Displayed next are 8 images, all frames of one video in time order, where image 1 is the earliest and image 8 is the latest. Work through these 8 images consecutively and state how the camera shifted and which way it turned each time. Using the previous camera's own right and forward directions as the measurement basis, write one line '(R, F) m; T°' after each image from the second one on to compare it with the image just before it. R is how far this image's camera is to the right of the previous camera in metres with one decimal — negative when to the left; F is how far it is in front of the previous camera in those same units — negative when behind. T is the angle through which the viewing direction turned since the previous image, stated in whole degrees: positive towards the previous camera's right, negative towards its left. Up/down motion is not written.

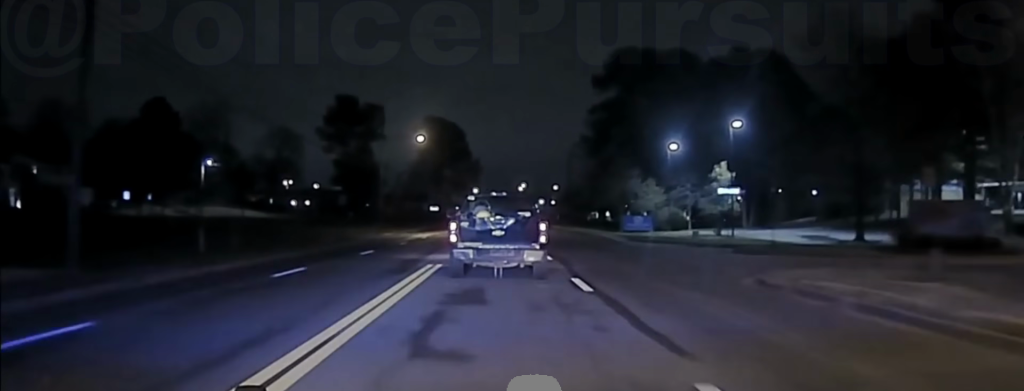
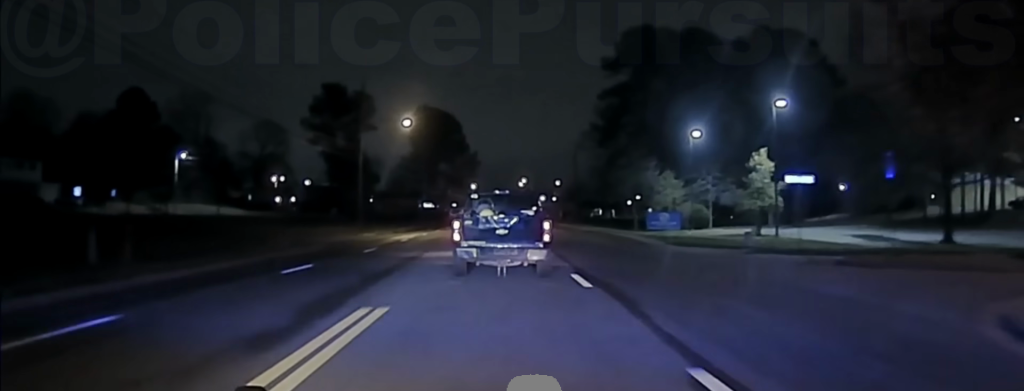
(-0.2, +9.9) m; -1°
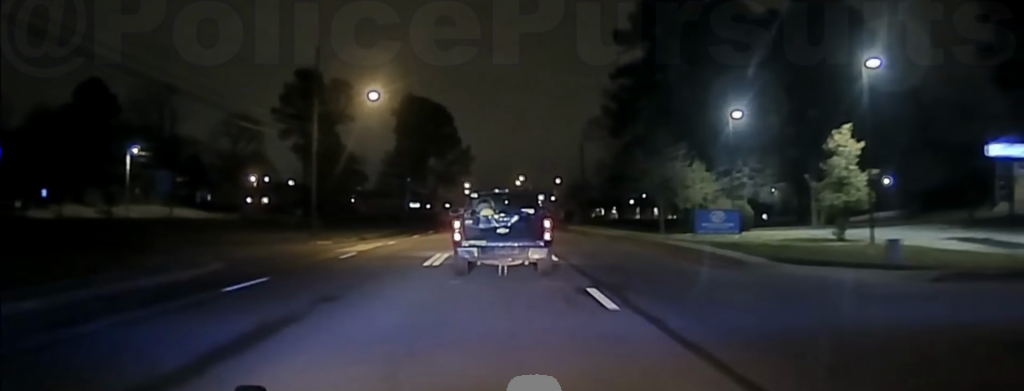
(-0.2, +14.1) m; -1°
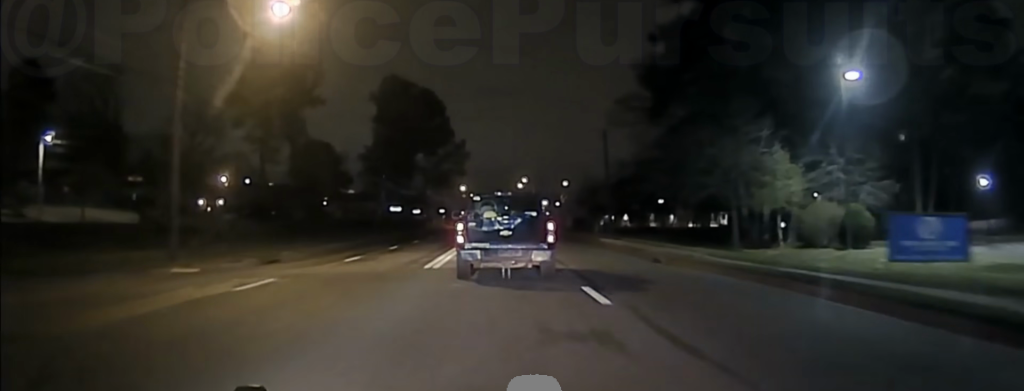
(-0.1, +21.6) m; 0°
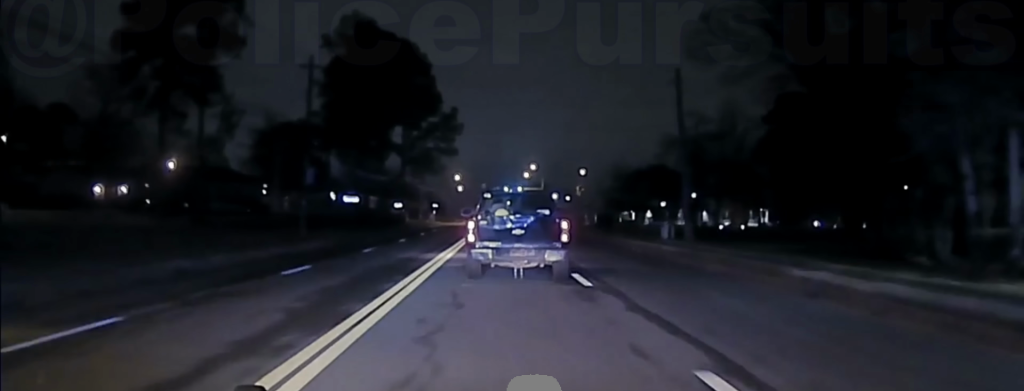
(0.0, +35.5) m; +1°
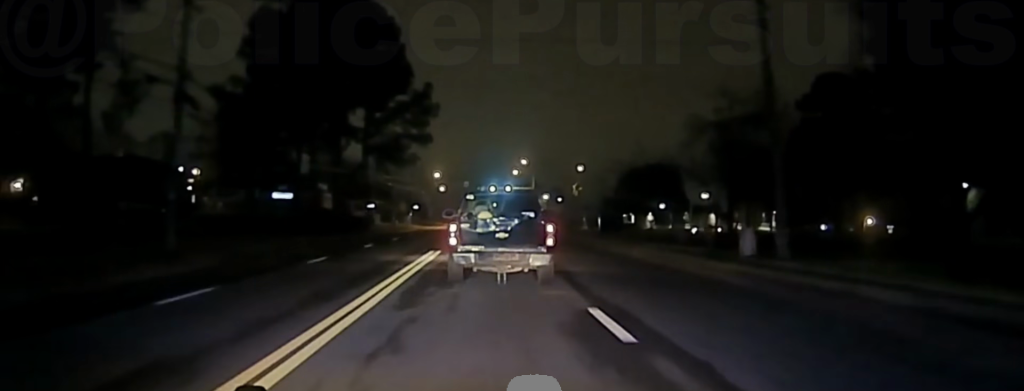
(+0.3, +20.1) m; +2°
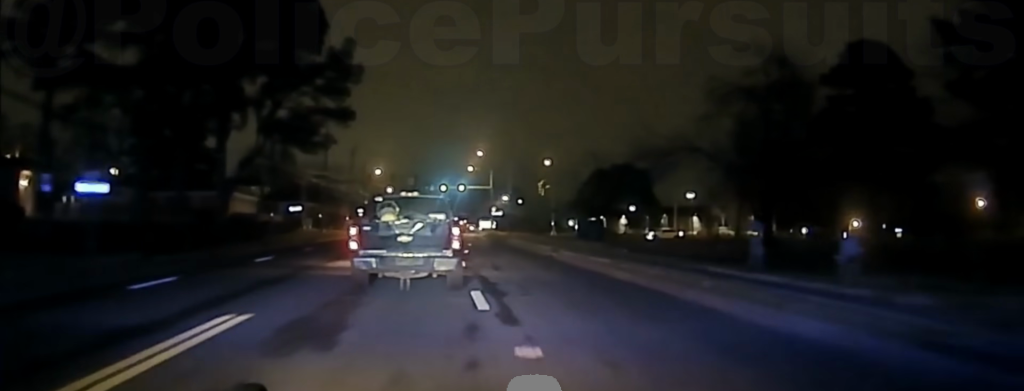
(+0.6, +20.2) m; +3°
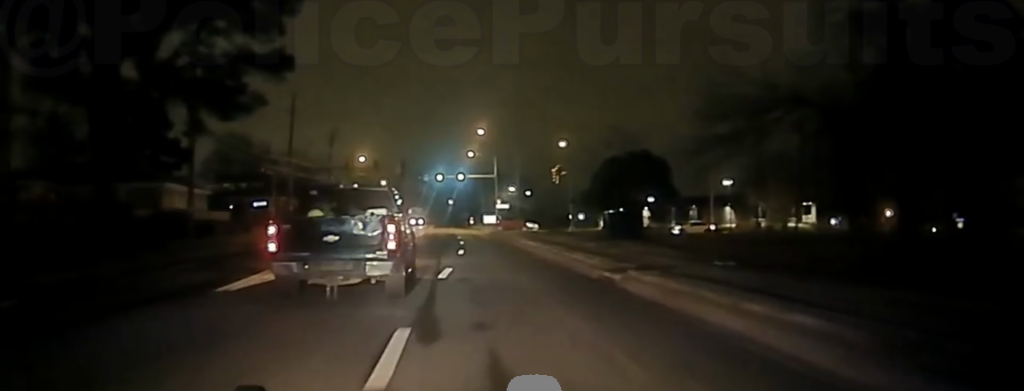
(+0.3, +14.5) m; +1°
